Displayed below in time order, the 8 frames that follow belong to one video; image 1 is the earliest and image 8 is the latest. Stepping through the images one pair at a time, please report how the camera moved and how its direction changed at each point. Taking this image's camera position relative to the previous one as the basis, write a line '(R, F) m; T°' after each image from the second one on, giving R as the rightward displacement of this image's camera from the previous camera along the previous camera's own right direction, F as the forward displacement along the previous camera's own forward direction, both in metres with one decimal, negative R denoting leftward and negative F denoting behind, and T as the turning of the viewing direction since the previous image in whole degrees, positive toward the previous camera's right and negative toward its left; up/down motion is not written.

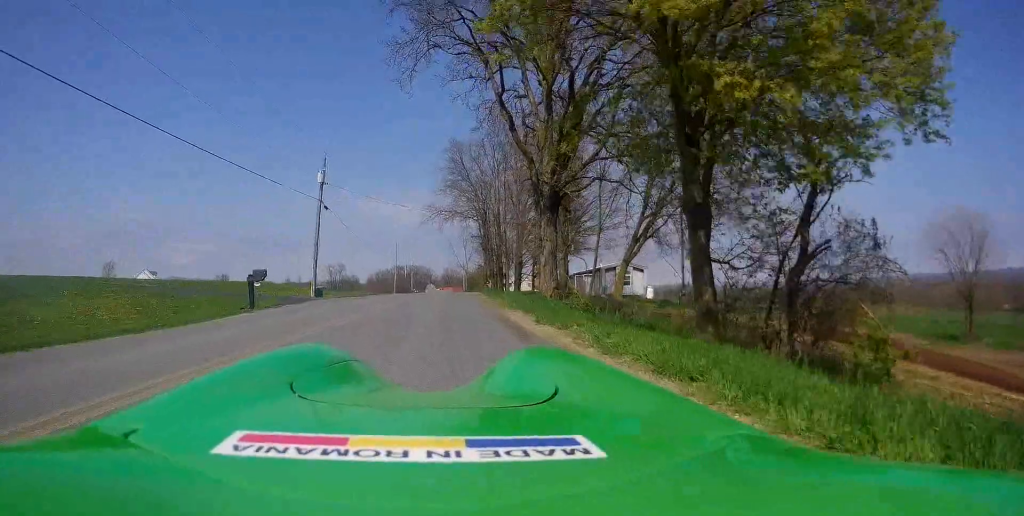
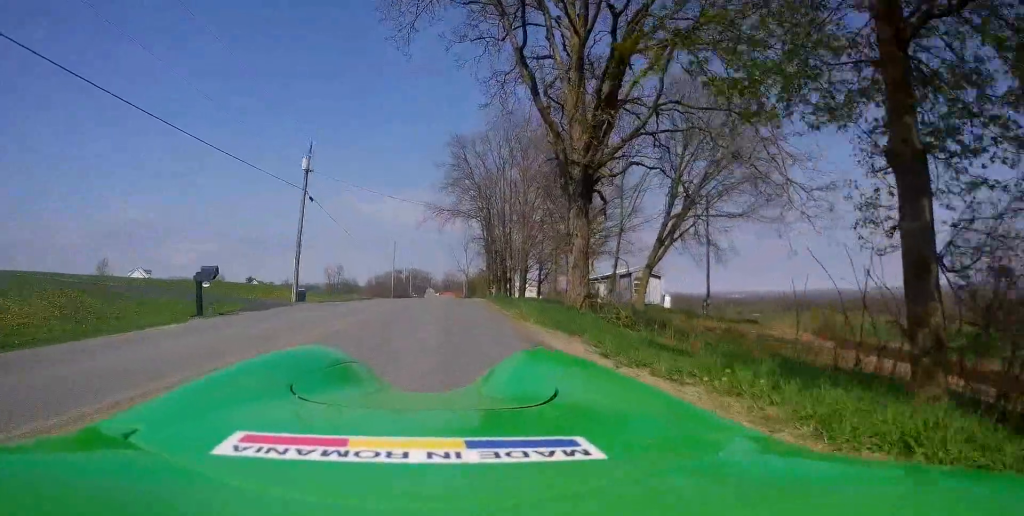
(-0.1, +4.5) m; 0°
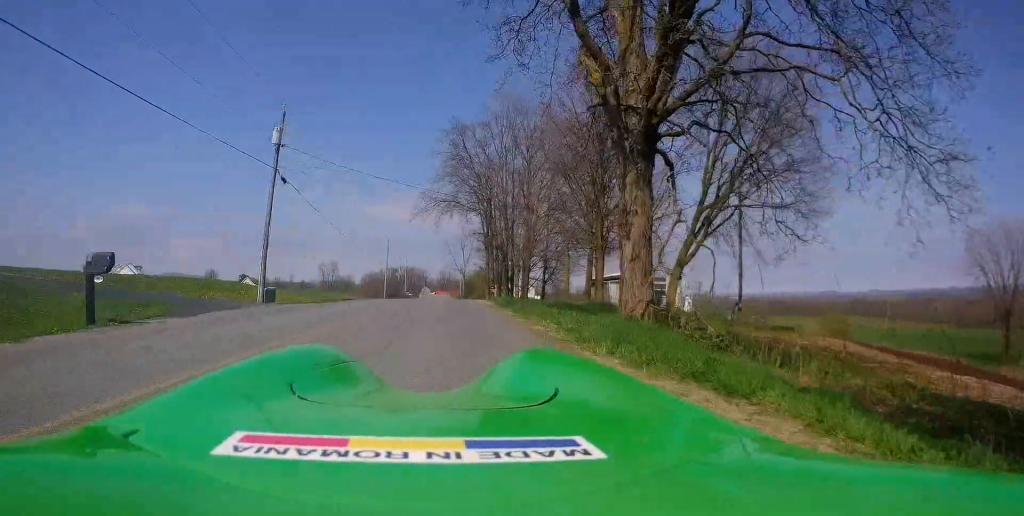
(0.0, +5.6) m; +2°
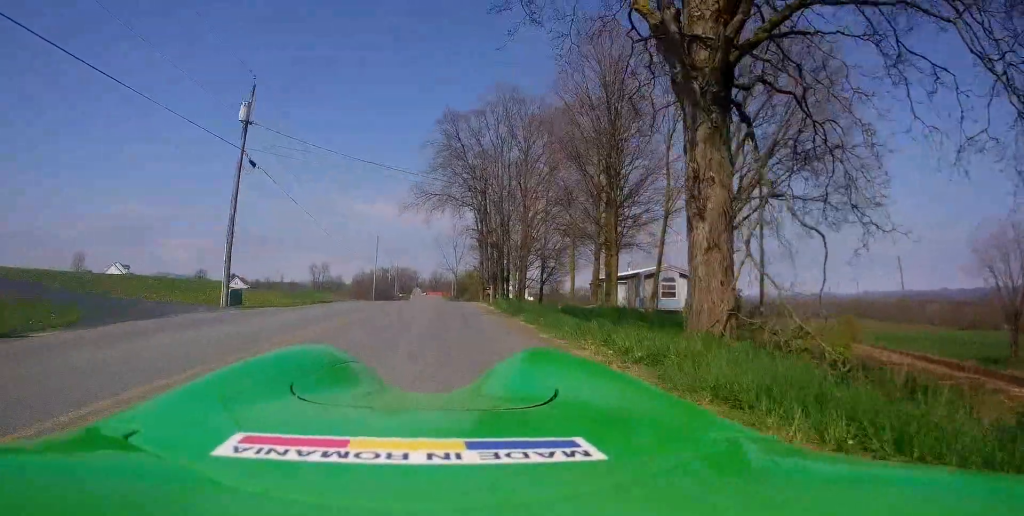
(+0.1, +3.6) m; +1°
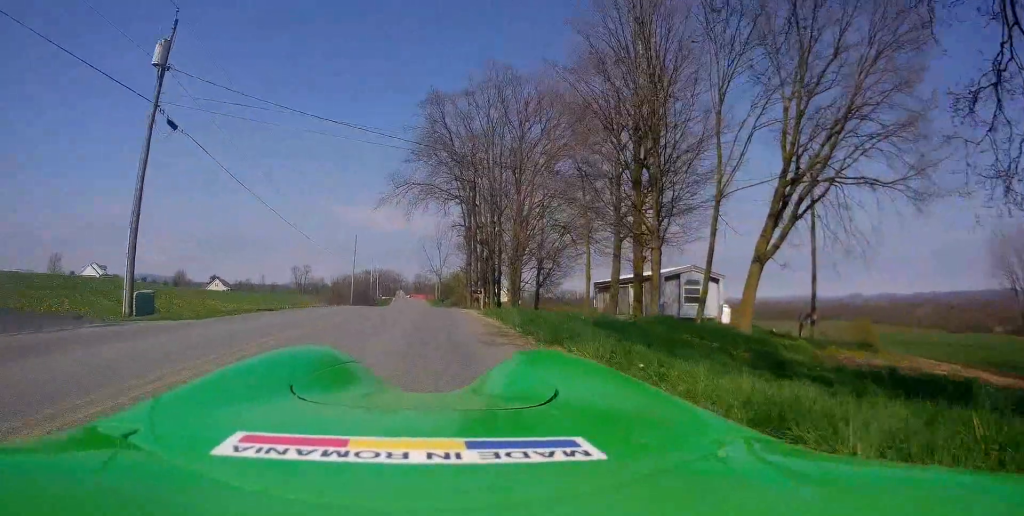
(-0.2, +6.6) m; -3°
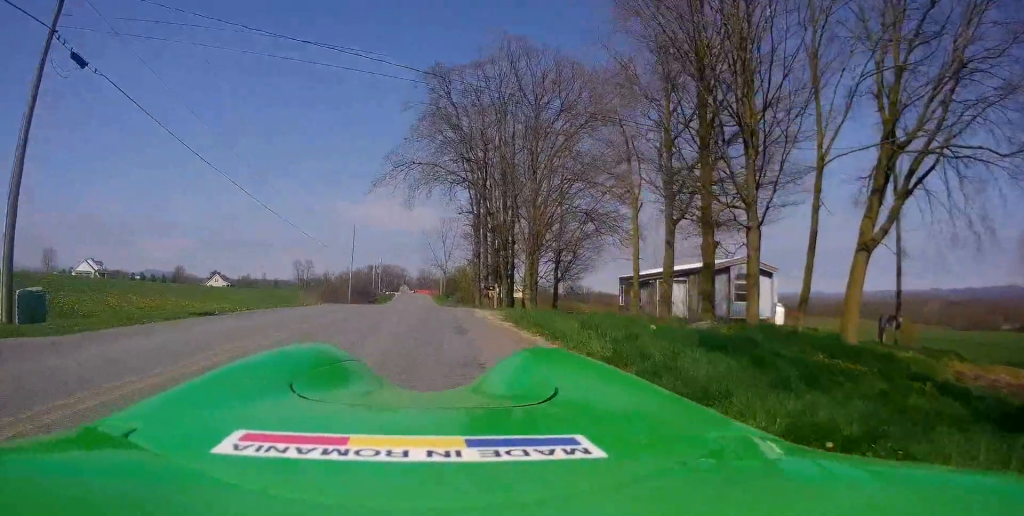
(-0.1, +5.8) m; +1°
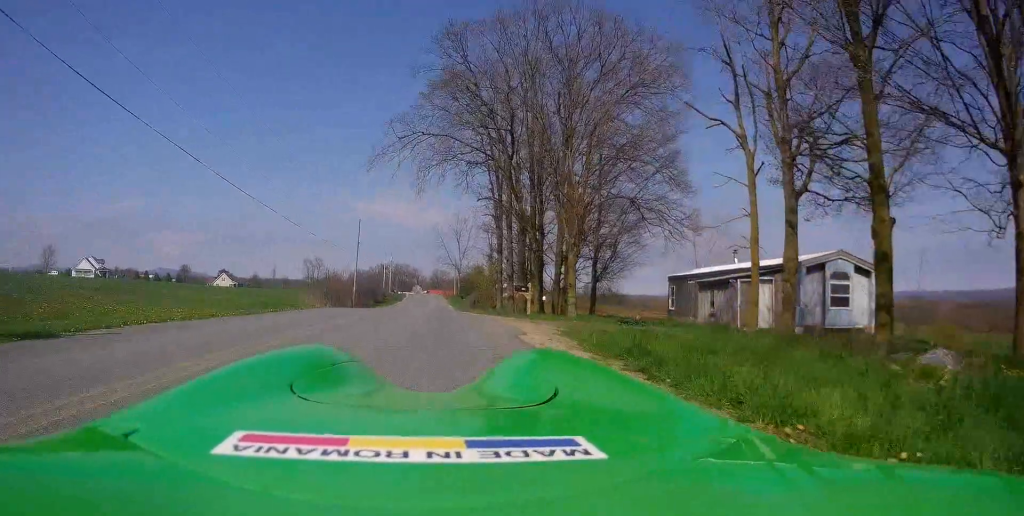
(+0.5, +6.8) m; +2°
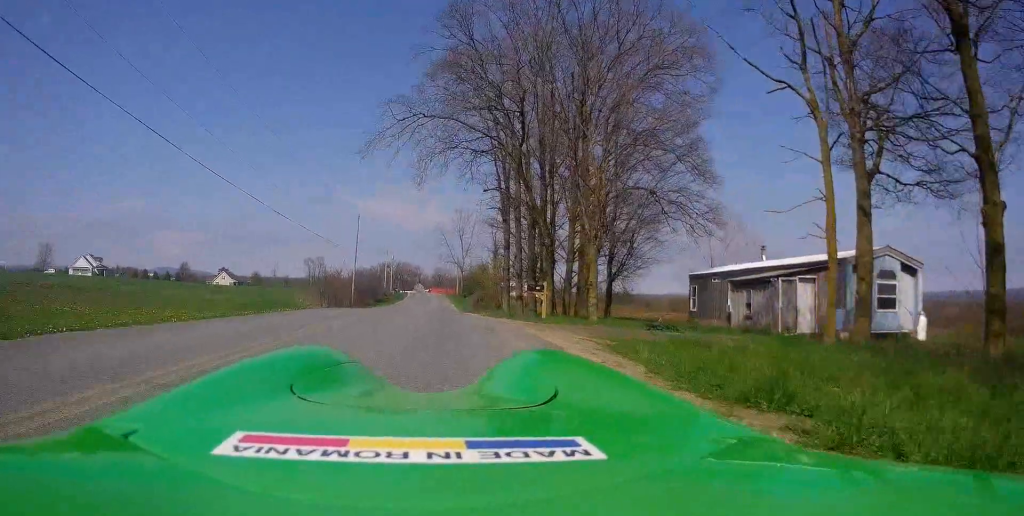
(+0.3, +2.7) m; -3°
